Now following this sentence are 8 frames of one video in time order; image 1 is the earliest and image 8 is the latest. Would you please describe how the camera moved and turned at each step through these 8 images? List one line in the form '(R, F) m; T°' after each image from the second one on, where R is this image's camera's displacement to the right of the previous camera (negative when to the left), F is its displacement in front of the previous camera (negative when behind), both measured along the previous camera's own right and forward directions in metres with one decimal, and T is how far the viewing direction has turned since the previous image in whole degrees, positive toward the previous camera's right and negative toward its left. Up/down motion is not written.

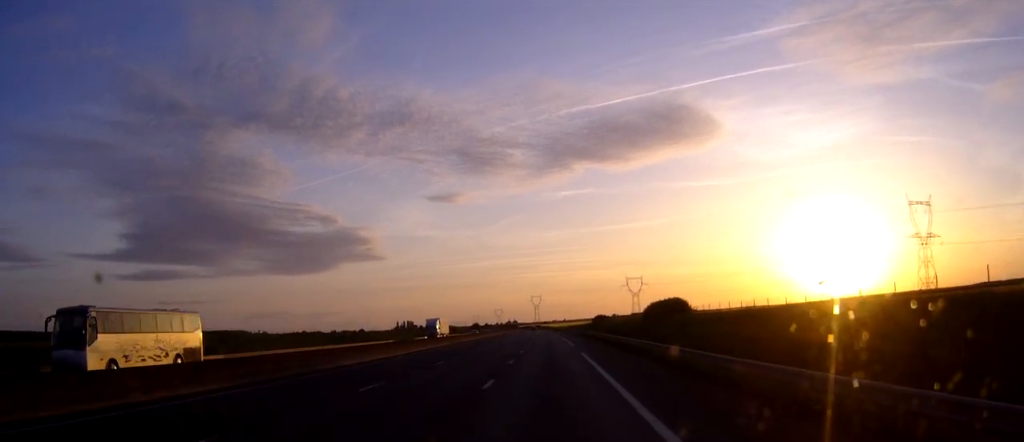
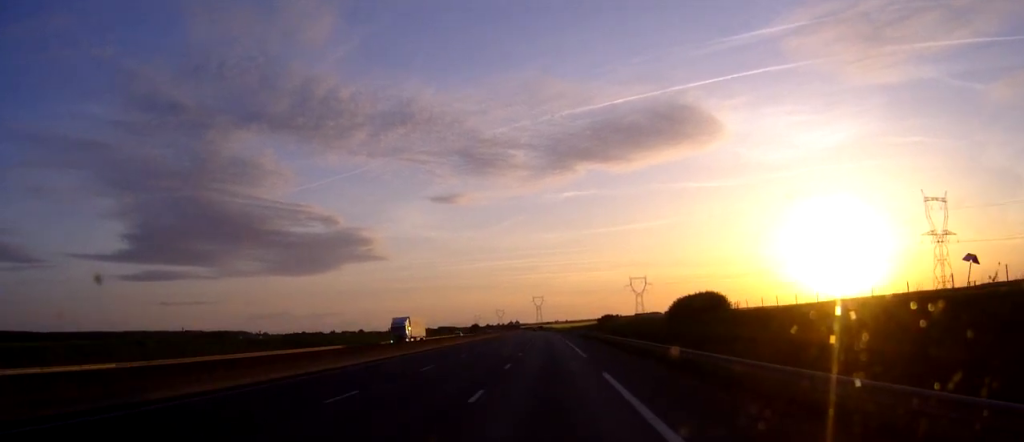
(0.0, +16.6) m; 0°
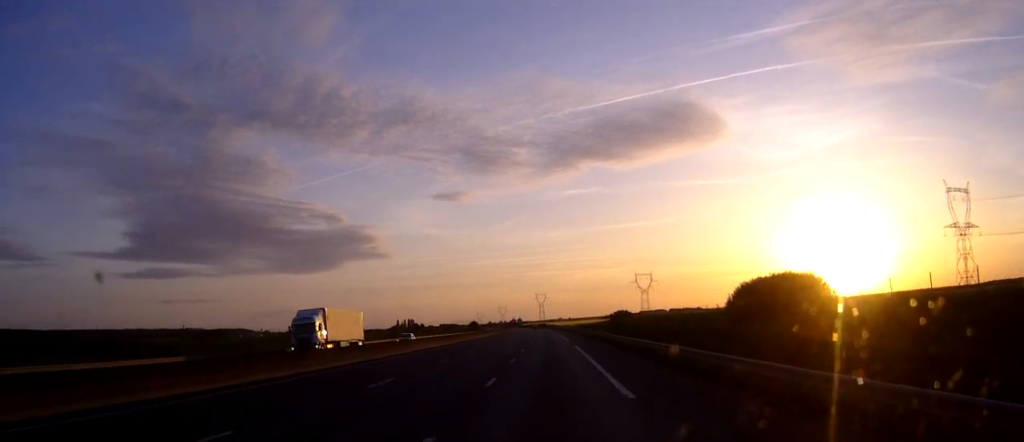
(0.0, +21.8) m; 0°
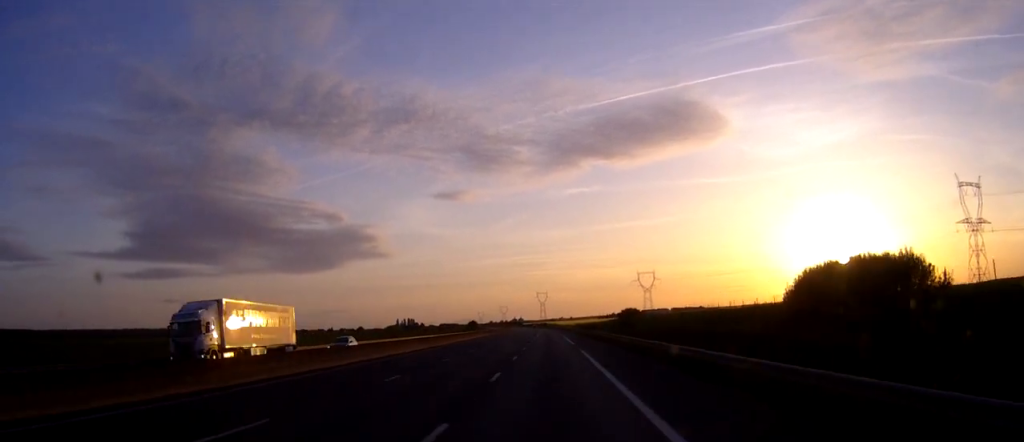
(0.0, +11.4) m; 0°
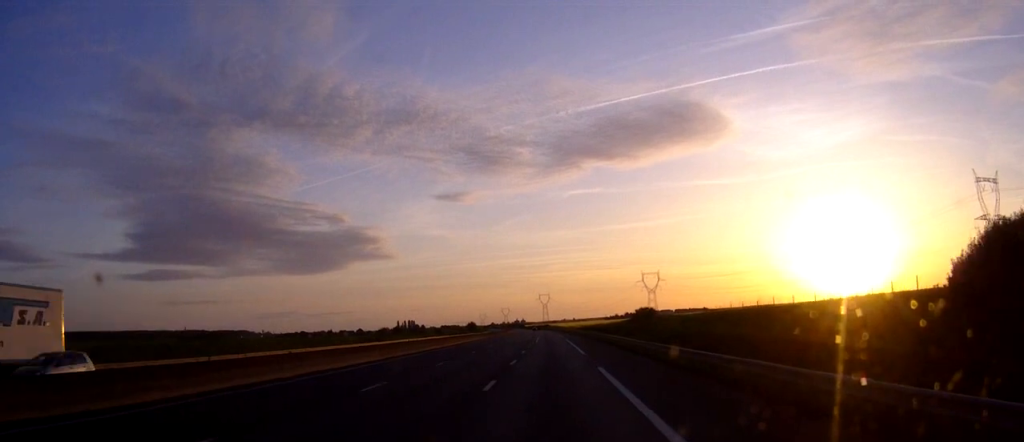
(0.0, +15.7) m; 0°
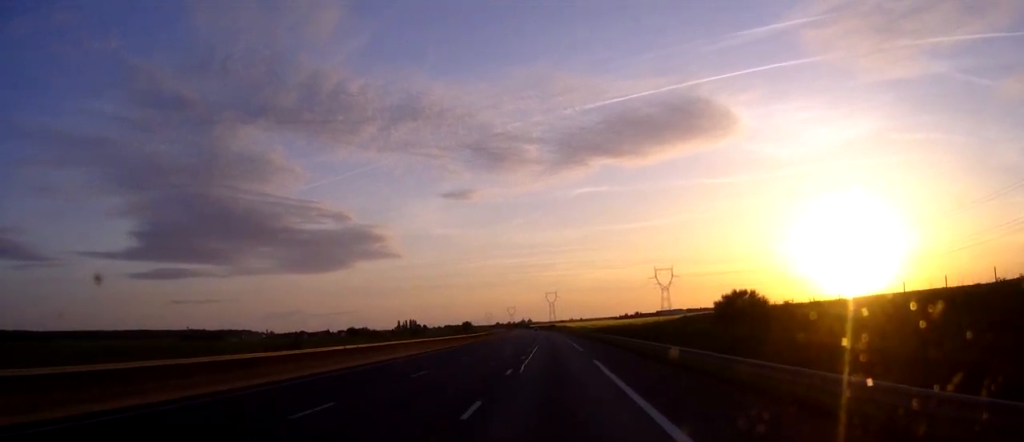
(-0.3, +45.6) m; 0°
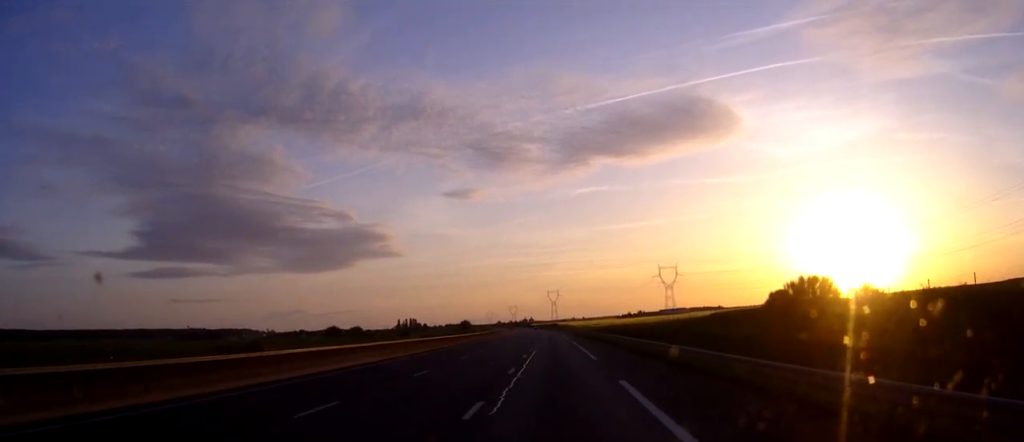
(0.0, +13.2) m; 0°
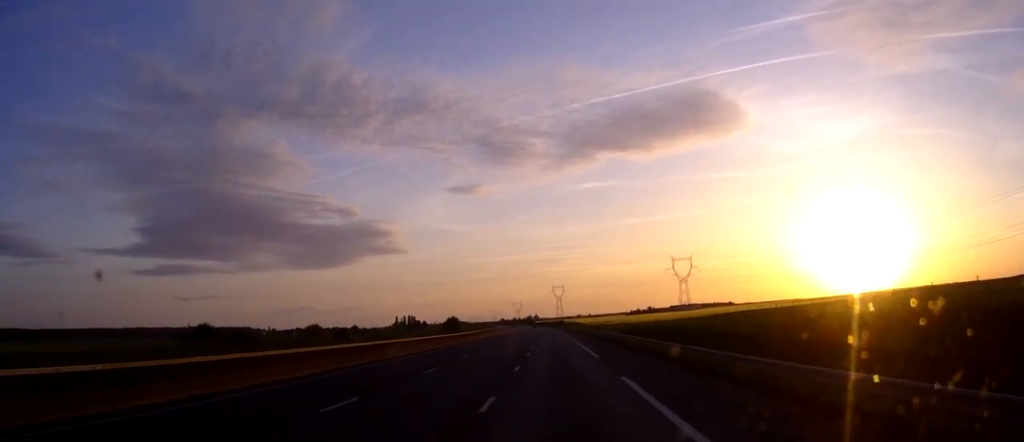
(-0.2, +51.1) m; 0°
